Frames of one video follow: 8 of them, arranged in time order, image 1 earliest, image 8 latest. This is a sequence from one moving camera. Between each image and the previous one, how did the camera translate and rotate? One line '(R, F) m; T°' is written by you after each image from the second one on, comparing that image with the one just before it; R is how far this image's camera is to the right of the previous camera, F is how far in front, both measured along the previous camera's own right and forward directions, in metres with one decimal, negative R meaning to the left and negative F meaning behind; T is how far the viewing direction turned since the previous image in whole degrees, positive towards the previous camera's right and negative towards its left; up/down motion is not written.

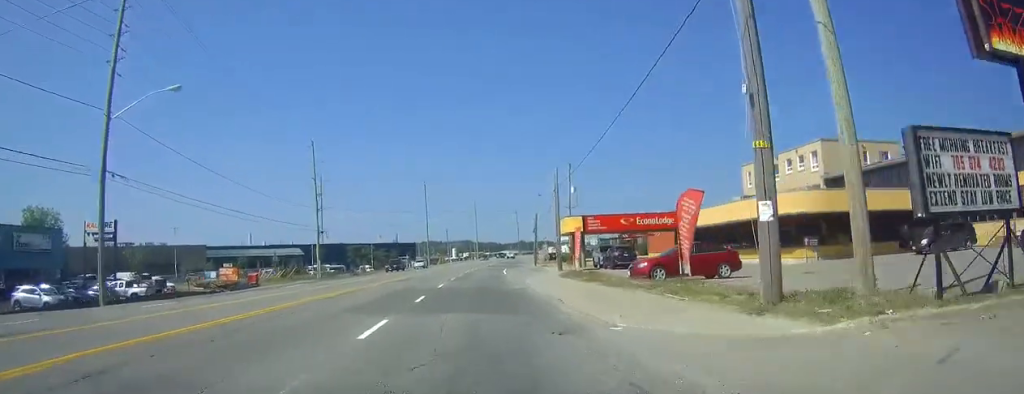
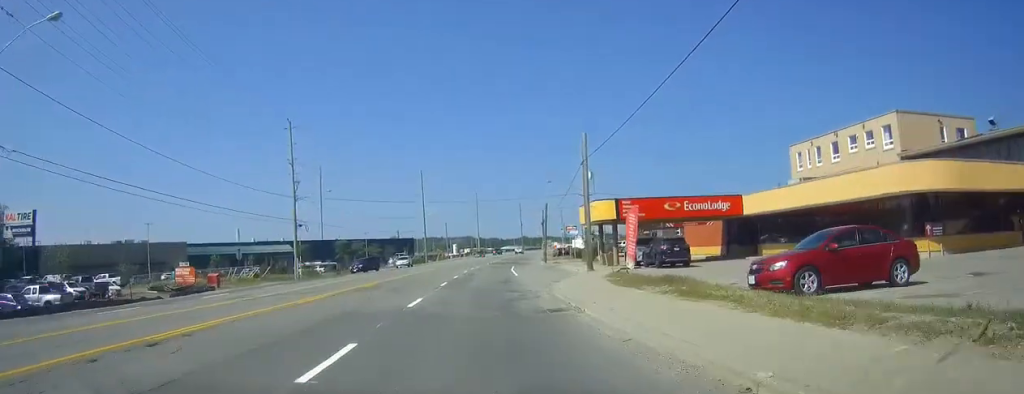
(+0.1, +12.6) m; 0°
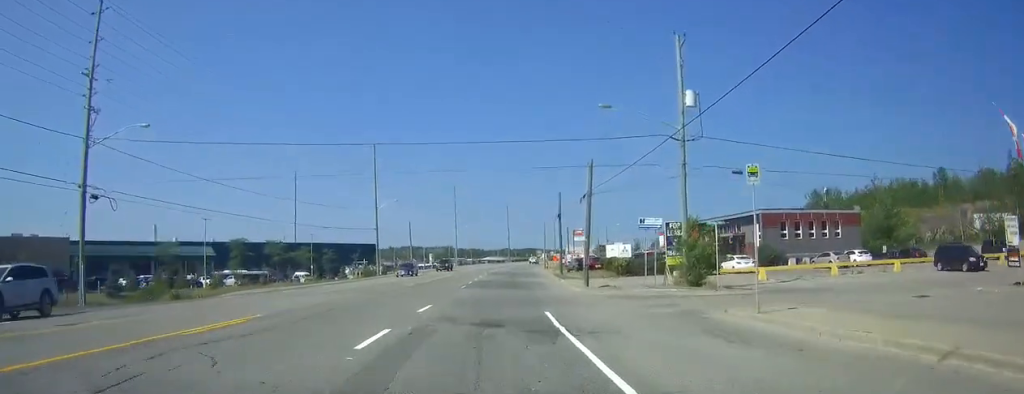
(+0.1, +44.3) m; +1°
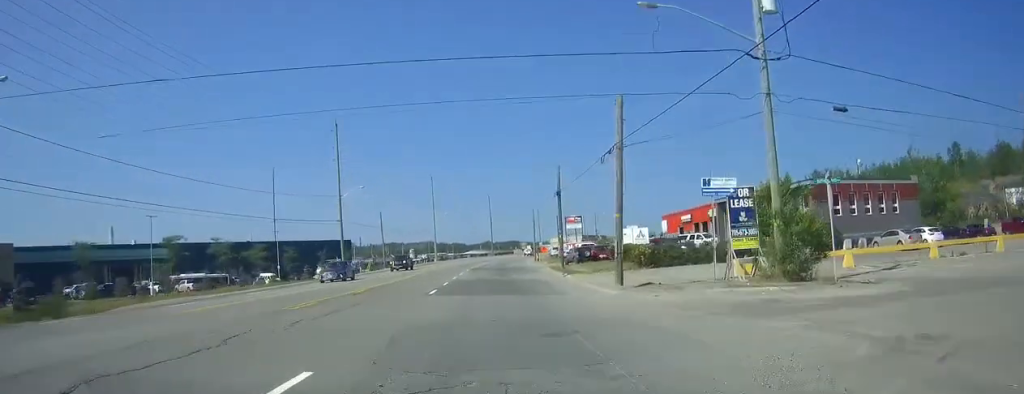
(+0.1, +13.3) m; +1°
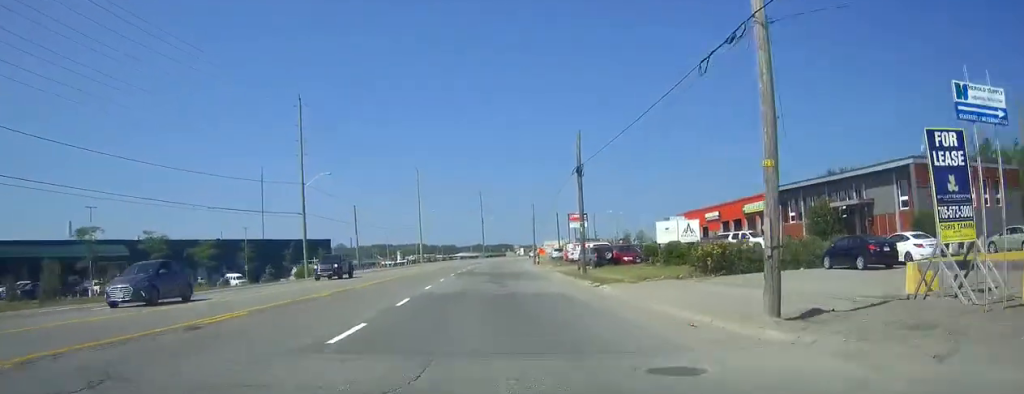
(+0.1, +14.4) m; +1°
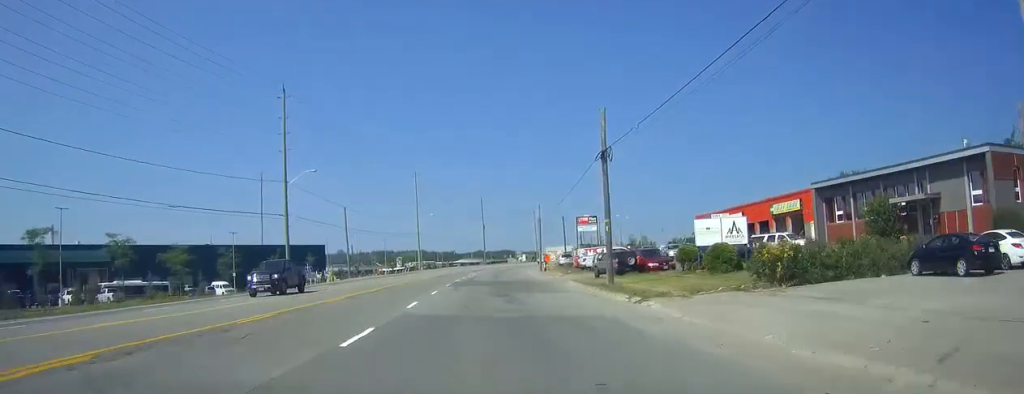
(+0.1, +7.0) m; 0°
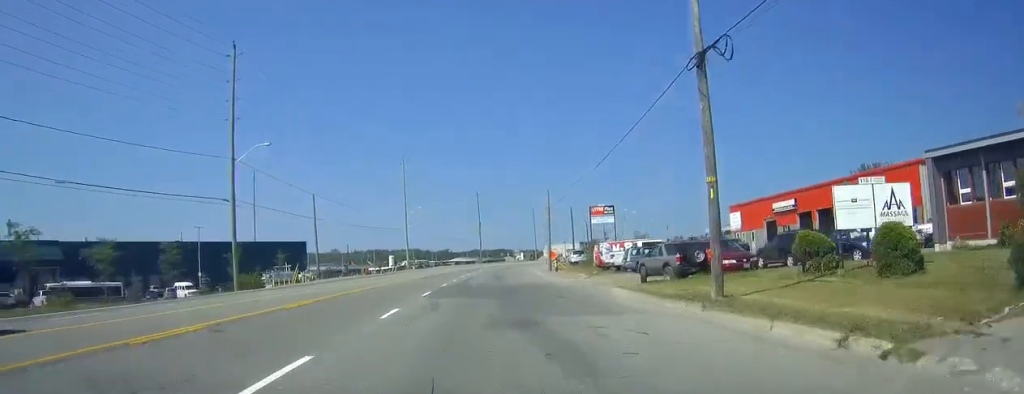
(+0.1, +13.4) m; 0°
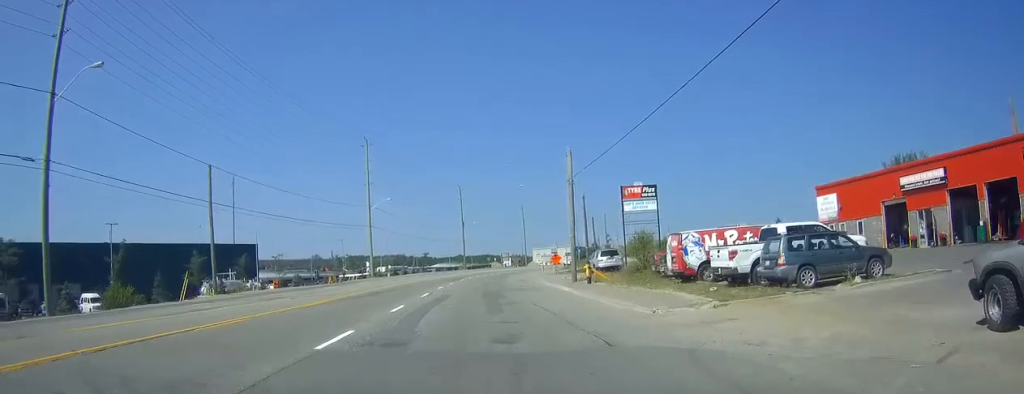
(+0.2, +23.1) m; +1°
